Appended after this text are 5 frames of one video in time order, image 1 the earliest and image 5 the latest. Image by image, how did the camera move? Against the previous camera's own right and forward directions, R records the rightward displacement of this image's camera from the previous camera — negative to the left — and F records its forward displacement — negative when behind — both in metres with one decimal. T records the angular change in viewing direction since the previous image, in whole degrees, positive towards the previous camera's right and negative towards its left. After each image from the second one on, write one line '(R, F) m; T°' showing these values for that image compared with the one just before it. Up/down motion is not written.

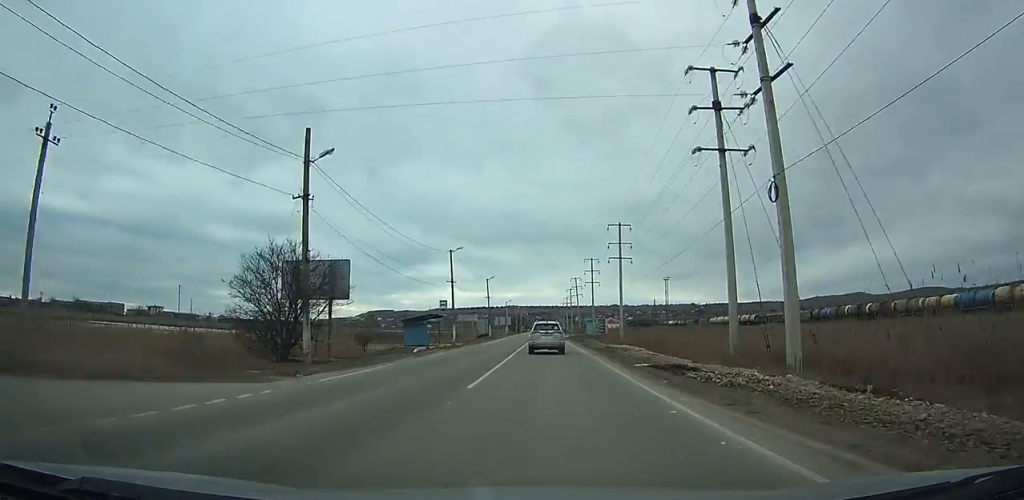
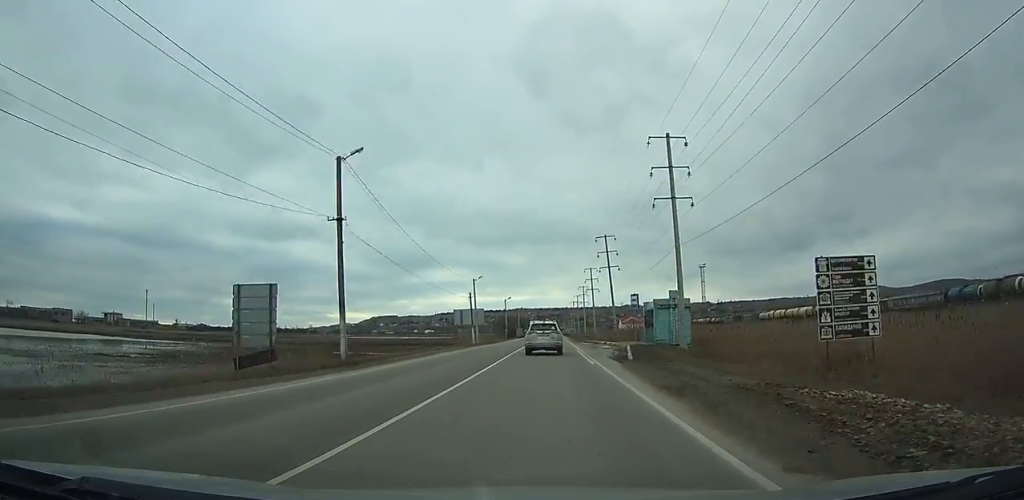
(-0.9, +66.7) m; -2°
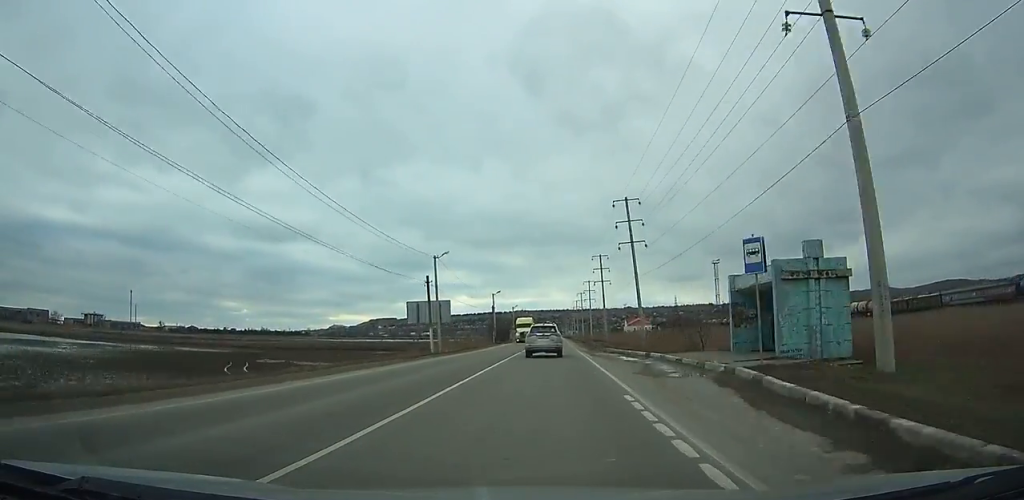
(-0.3, +23.4) m; -1°
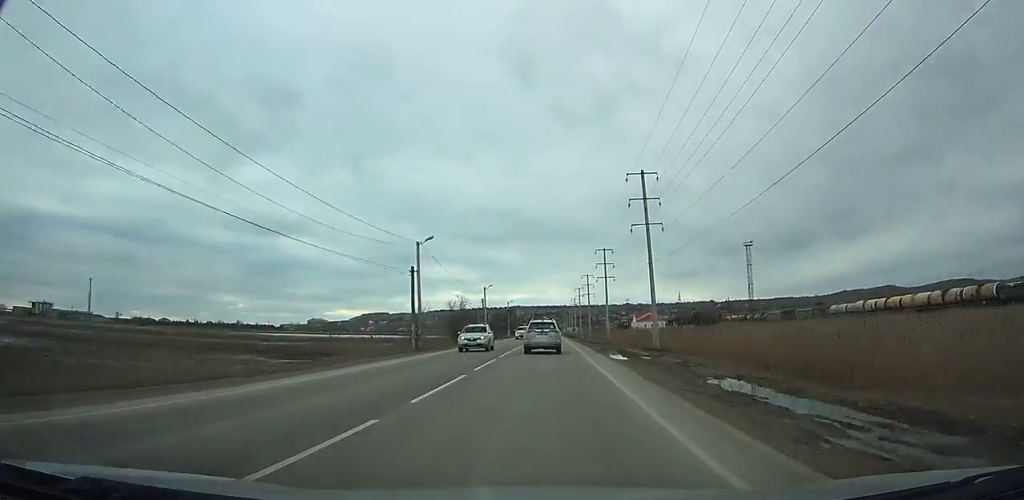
(-0.3, +48.7) m; 0°
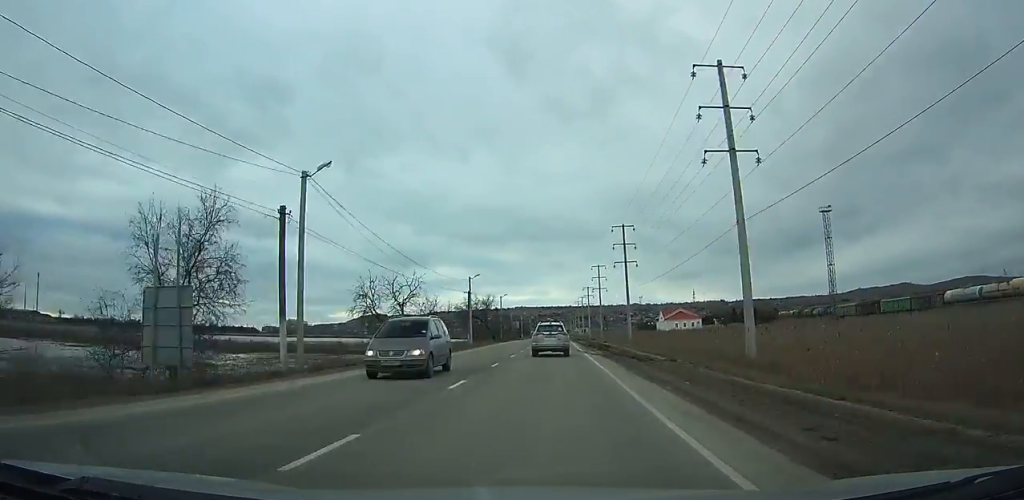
(+0.2, +61.9) m; 0°
